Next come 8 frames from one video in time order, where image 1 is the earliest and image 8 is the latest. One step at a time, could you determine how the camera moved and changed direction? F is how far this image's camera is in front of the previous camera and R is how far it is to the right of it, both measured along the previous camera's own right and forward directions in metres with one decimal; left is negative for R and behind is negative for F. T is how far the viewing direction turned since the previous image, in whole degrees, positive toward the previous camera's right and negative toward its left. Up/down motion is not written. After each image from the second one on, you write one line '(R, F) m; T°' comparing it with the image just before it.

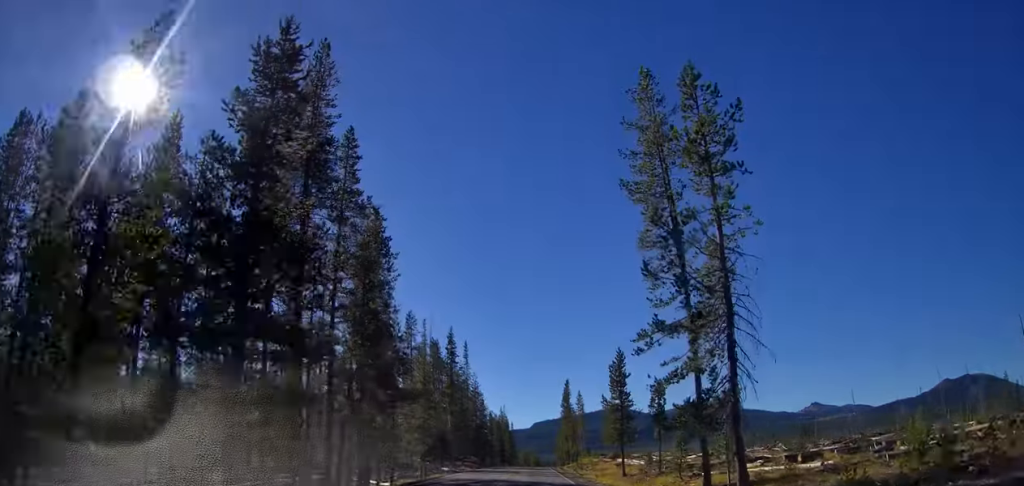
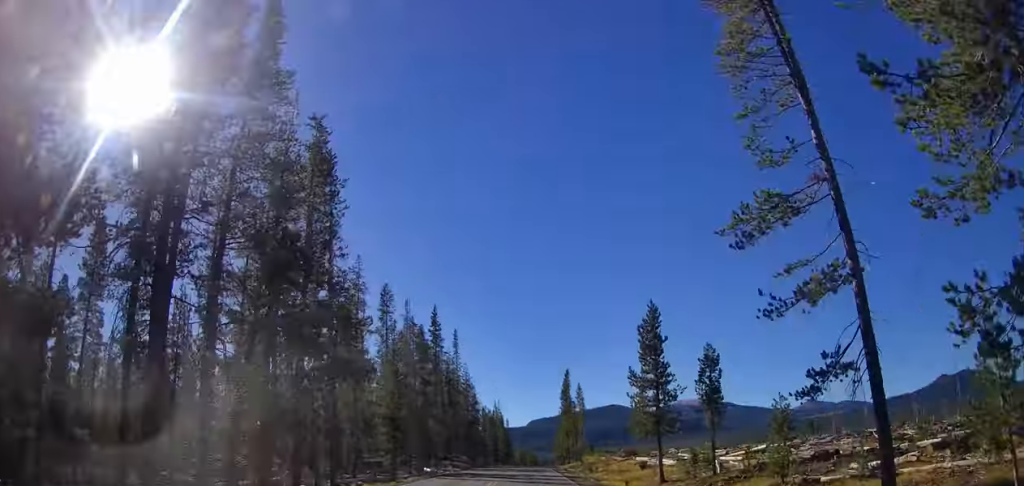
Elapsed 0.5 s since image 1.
(+0.2, +10.8) m; -1°
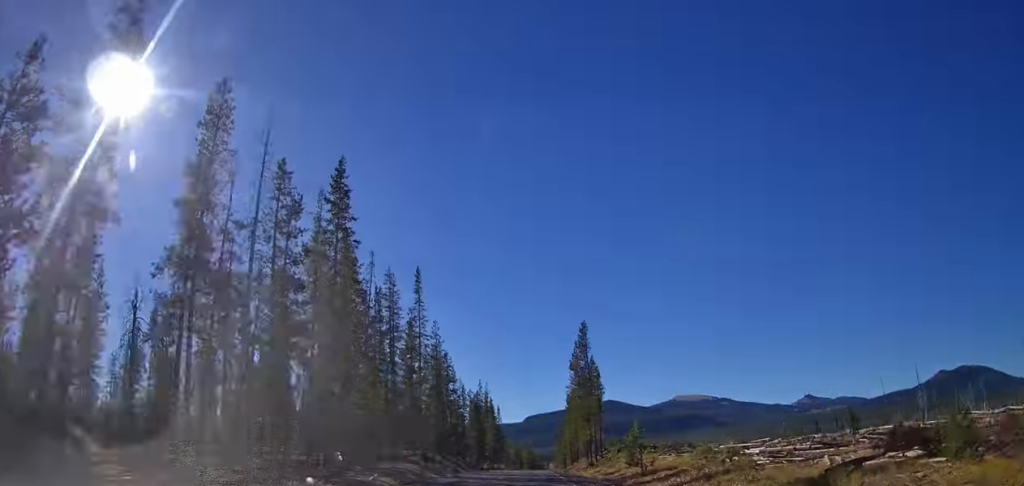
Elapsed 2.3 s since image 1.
(+0.1, +35.6) m; +2°
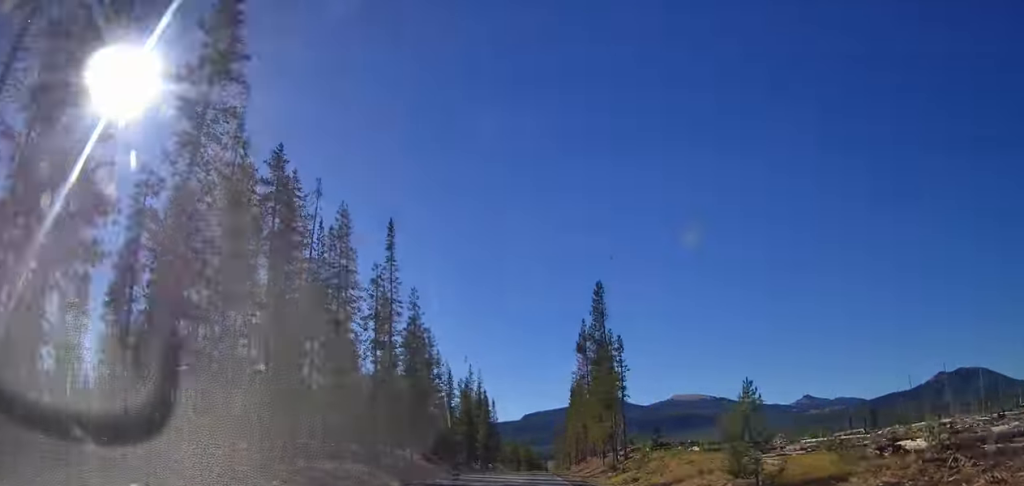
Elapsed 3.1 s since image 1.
(+0.3, +15.6) m; +1°
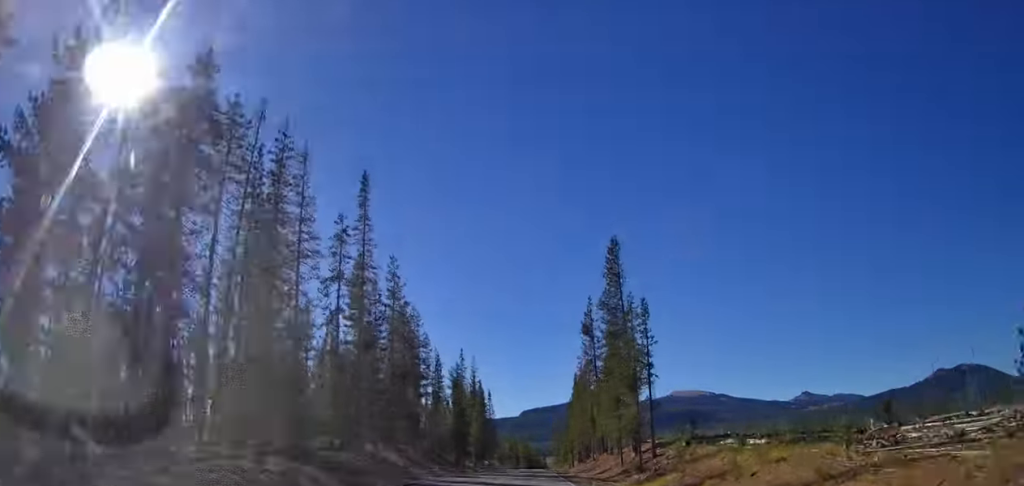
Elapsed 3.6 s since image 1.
(-0.2, +10.2) m; 0°
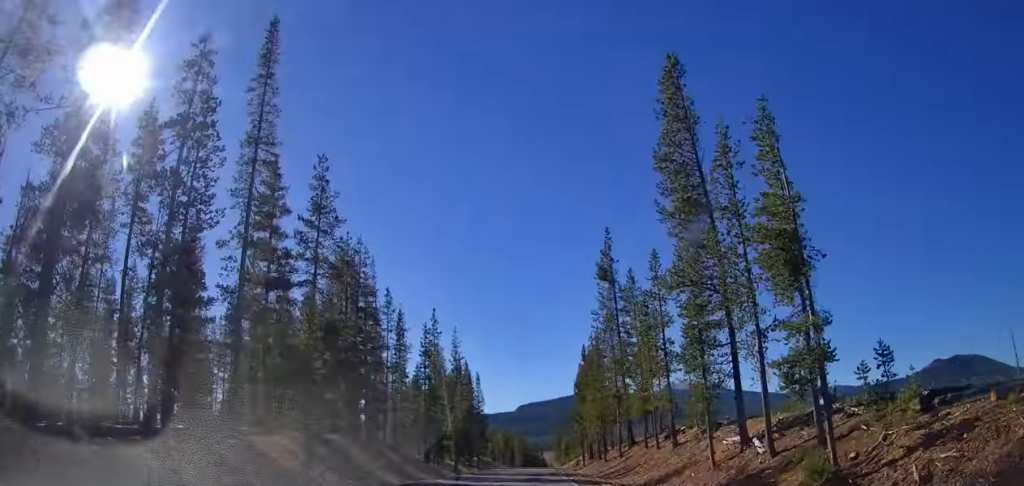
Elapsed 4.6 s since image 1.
(+0.3, +20.7) m; 0°
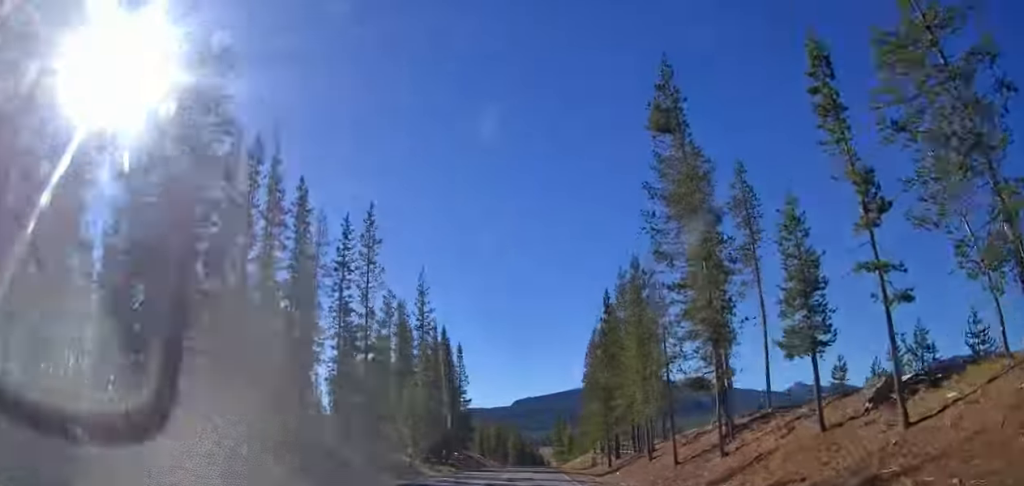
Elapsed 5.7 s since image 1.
(-0.3, +24.2) m; 0°
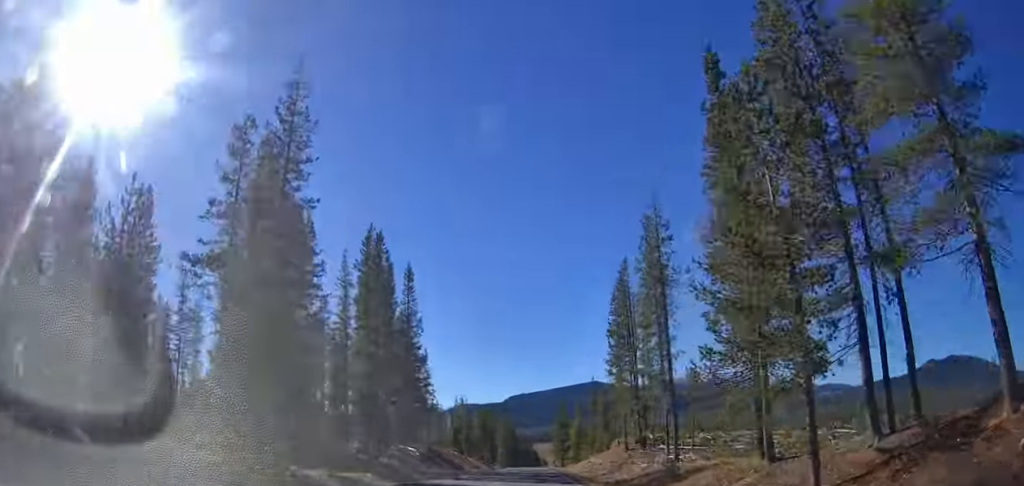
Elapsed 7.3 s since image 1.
(+0.2, +33.1) m; 0°
